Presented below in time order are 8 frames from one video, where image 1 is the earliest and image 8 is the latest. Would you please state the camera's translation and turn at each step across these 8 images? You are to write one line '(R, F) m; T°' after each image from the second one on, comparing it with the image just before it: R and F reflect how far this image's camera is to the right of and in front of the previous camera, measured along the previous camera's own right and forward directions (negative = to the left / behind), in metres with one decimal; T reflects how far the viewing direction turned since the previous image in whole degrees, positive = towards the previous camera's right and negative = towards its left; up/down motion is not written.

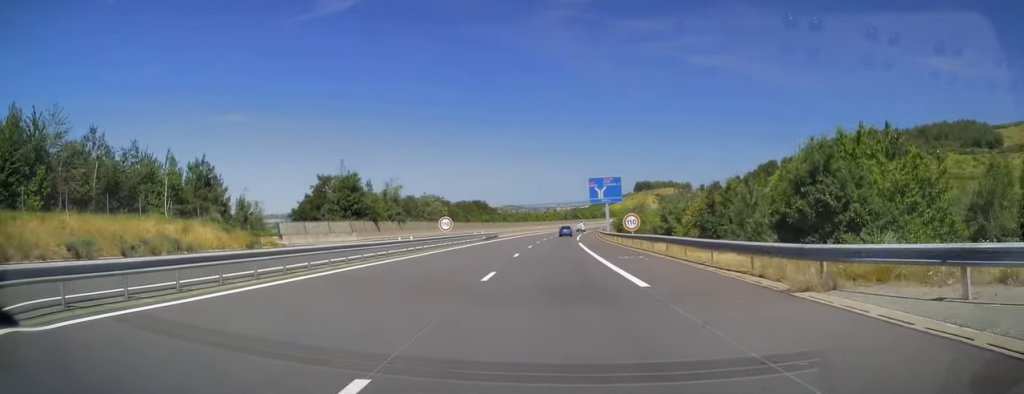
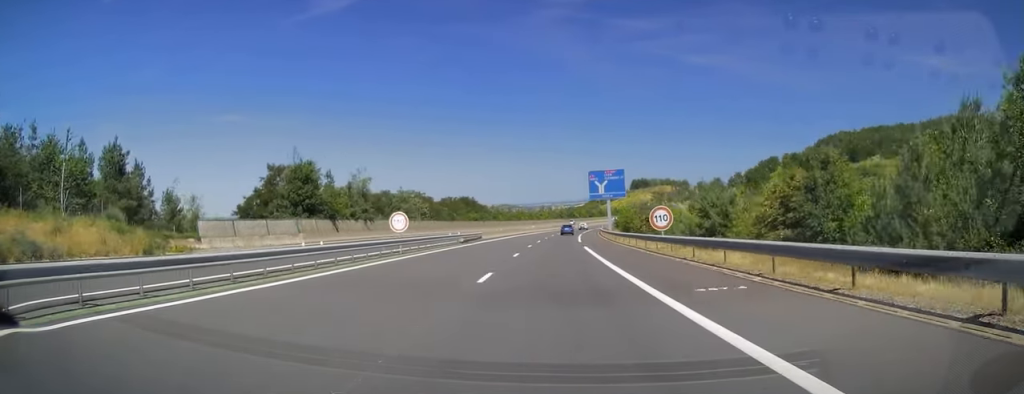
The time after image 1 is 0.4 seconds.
(0.0, +13.5) m; 0°
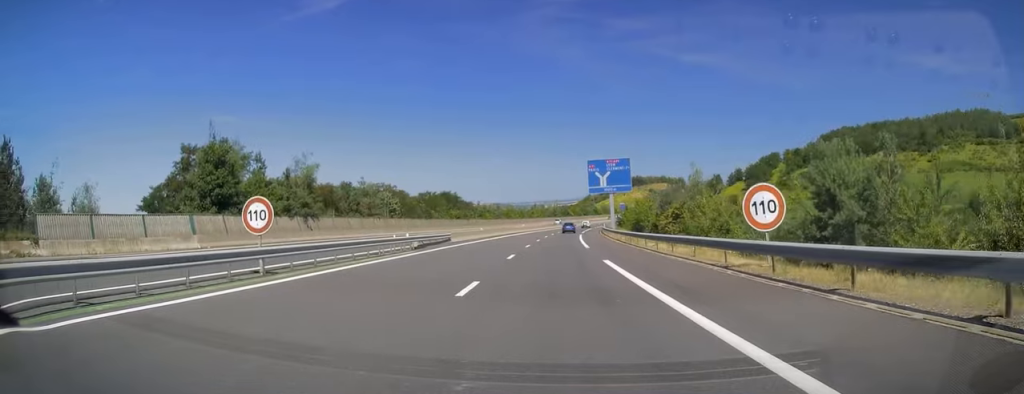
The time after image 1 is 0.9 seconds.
(+0.1, +16.1) m; 0°
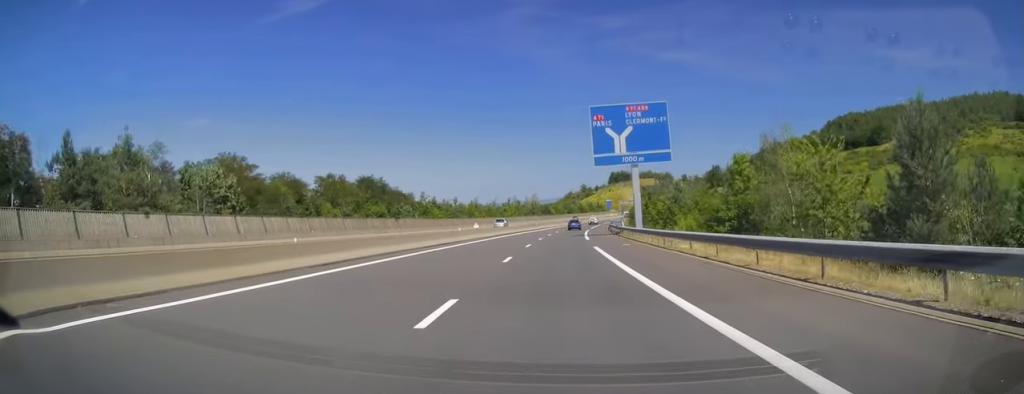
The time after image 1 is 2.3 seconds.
(+0.5, +43.1) m; +2°
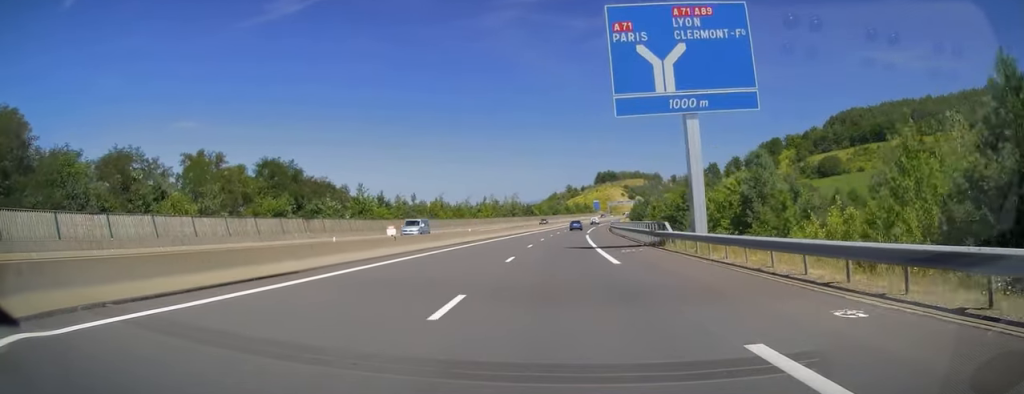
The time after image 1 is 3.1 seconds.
(+0.5, +25.6) m; +2°
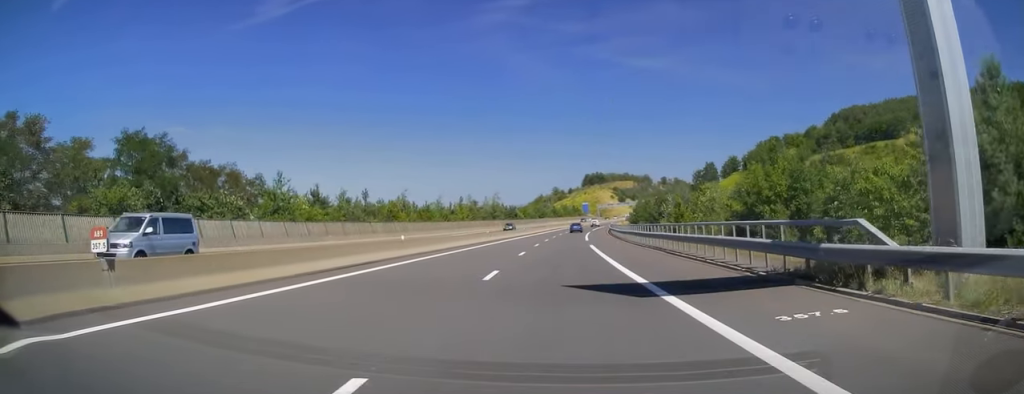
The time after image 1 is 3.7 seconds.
(+0.2, +19.7) m; +1°
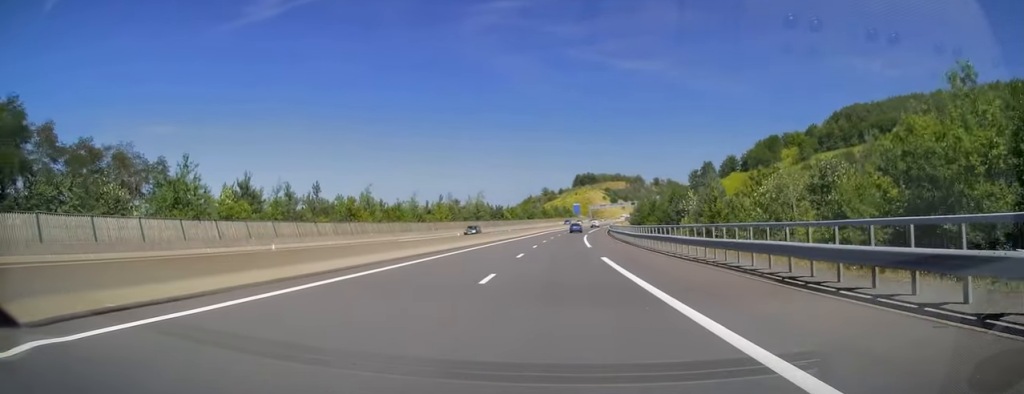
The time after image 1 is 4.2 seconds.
(+0.1, +13.8) m; +1°
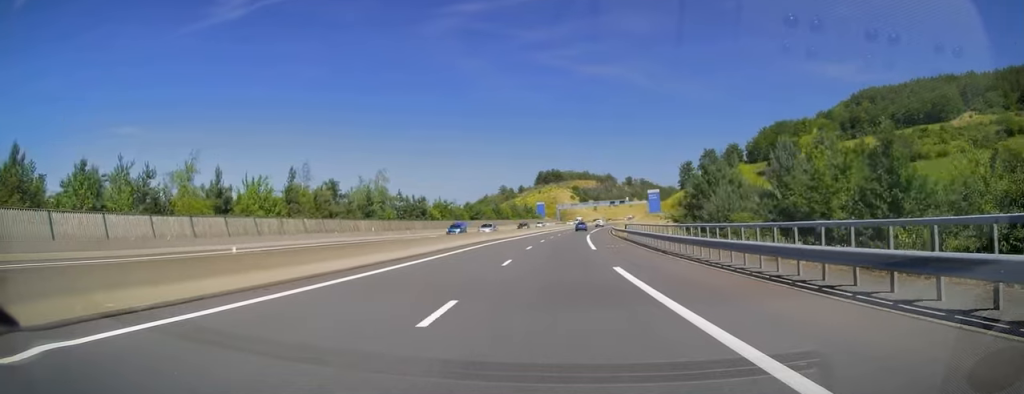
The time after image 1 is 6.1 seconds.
(+1.7, +58.7) m; +3°
